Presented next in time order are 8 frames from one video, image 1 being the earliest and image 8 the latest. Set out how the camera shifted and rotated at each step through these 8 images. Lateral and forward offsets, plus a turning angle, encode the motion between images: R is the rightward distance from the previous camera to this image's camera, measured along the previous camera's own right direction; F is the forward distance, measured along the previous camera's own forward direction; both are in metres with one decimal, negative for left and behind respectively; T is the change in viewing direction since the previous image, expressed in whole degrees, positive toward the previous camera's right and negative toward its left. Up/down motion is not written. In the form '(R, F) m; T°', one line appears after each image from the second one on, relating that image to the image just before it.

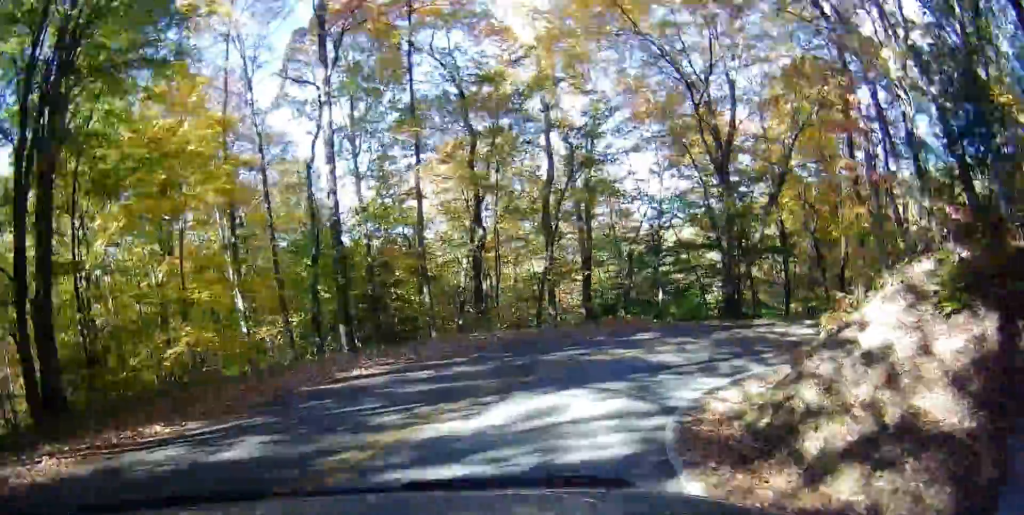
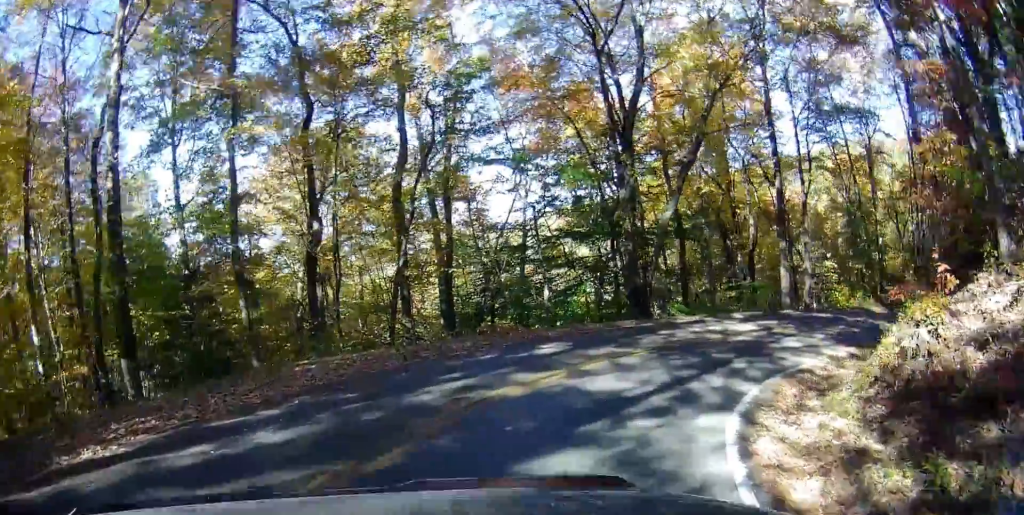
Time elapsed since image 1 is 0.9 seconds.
(+2.1, +5.6) m; +20°
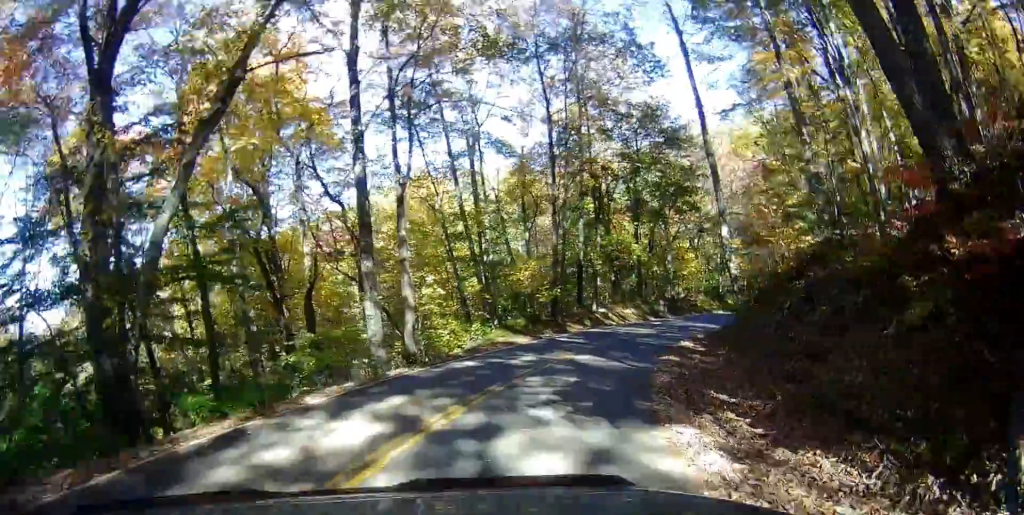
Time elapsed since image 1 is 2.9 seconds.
(+2.6, +11.3) m; +32°
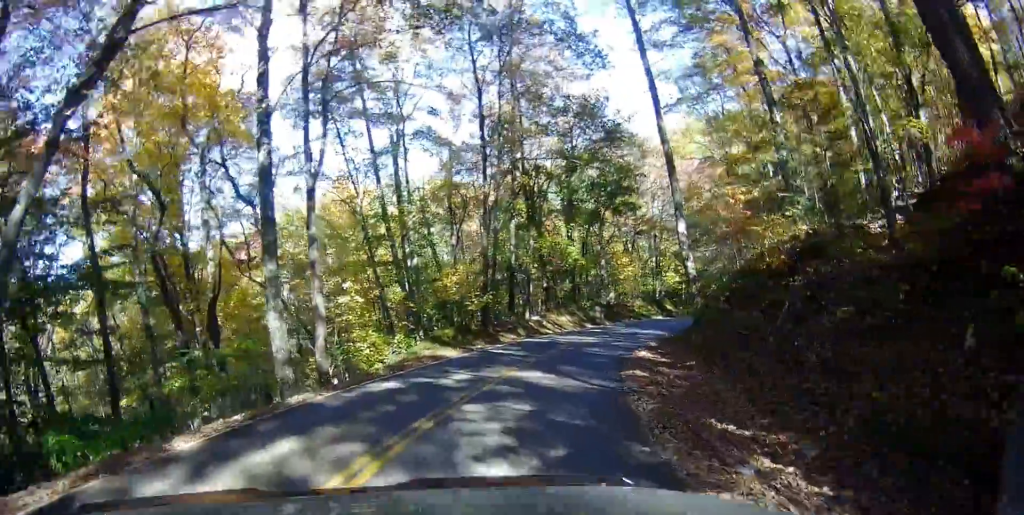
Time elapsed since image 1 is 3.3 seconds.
(+0.2, +2.4) m; +8°
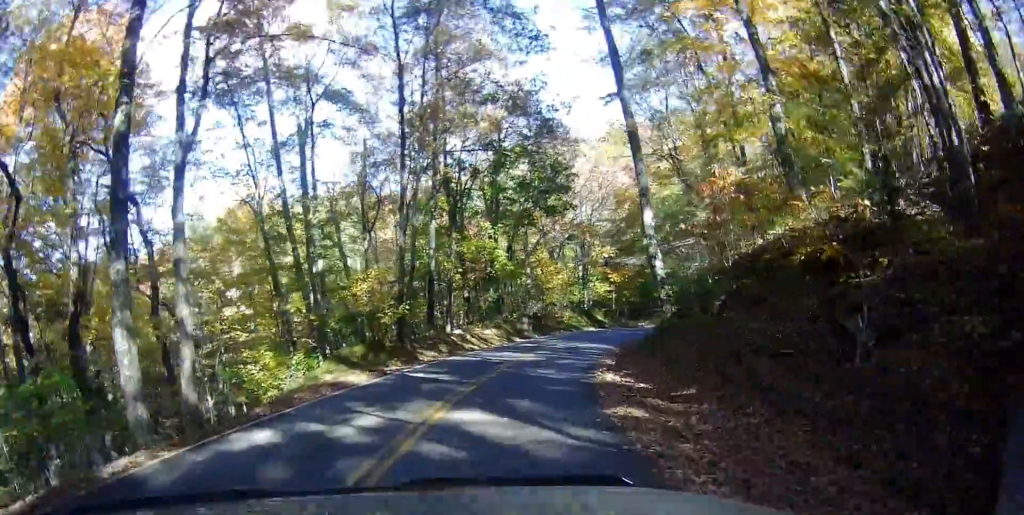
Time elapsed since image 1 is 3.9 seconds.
(+0.2, +4.0) m; +7°
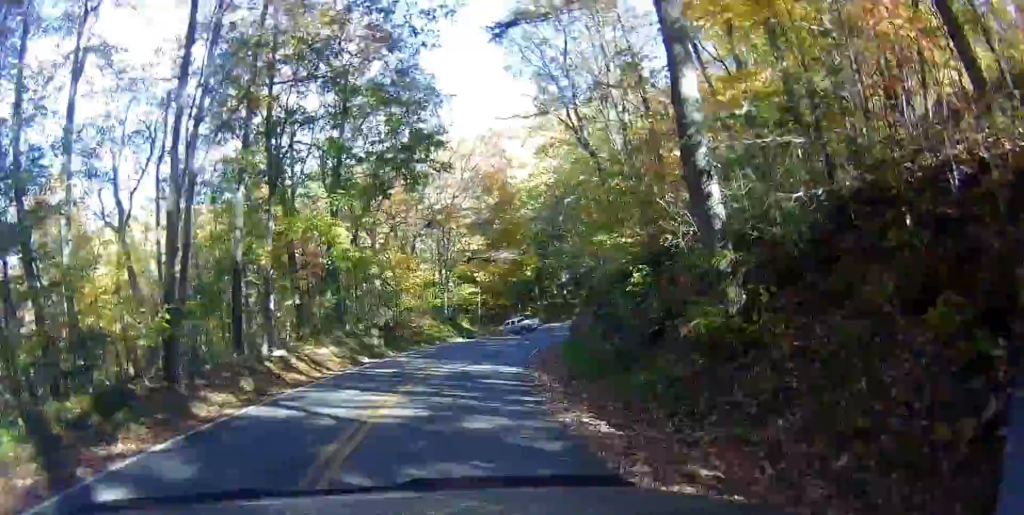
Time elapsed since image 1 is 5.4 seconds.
(+1.6, +9.1) m; +22°
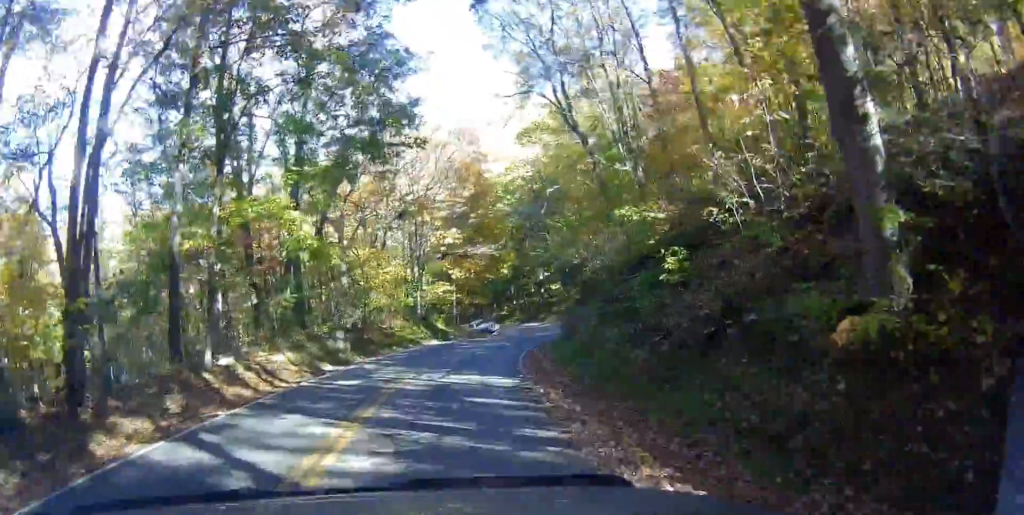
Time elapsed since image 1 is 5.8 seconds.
(+0.3, +2.9) m; +6°
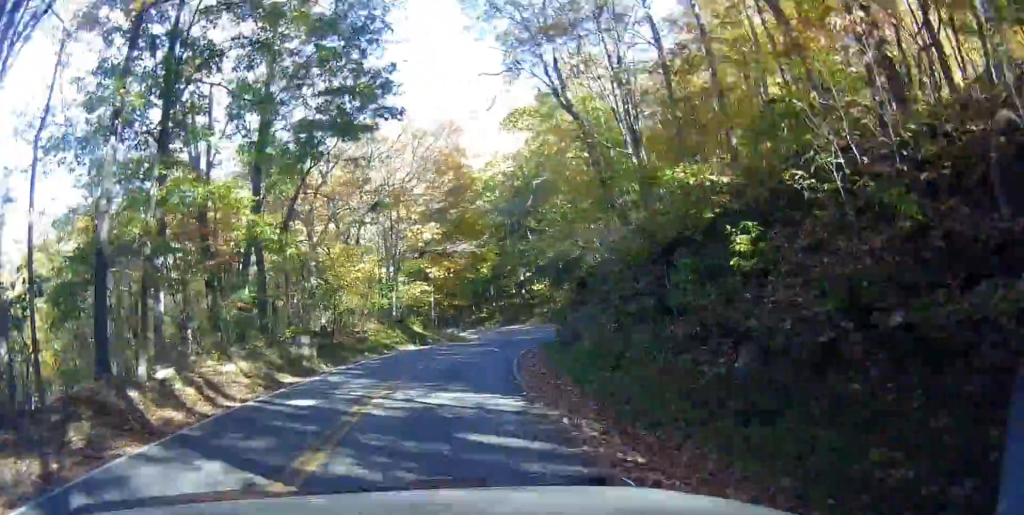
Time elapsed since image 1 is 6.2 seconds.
(+0.1, +2.7) m; +5°
